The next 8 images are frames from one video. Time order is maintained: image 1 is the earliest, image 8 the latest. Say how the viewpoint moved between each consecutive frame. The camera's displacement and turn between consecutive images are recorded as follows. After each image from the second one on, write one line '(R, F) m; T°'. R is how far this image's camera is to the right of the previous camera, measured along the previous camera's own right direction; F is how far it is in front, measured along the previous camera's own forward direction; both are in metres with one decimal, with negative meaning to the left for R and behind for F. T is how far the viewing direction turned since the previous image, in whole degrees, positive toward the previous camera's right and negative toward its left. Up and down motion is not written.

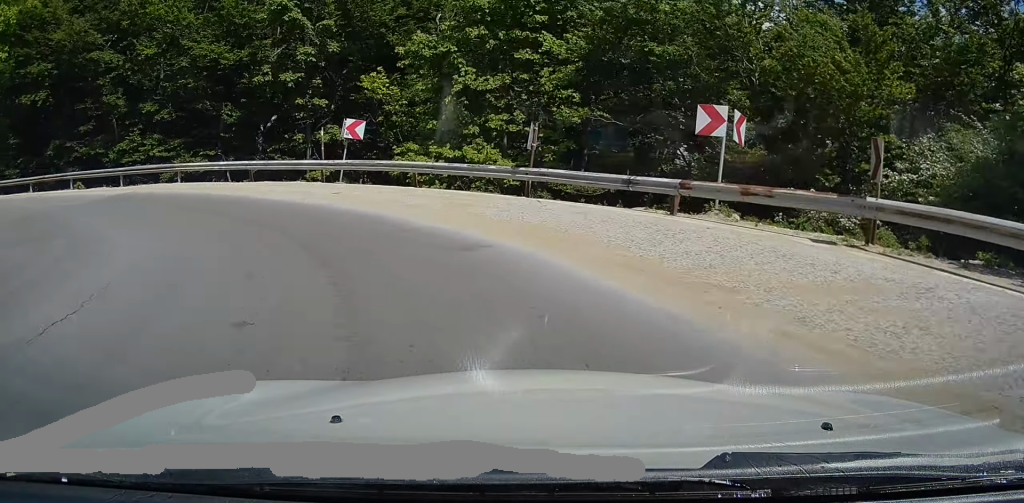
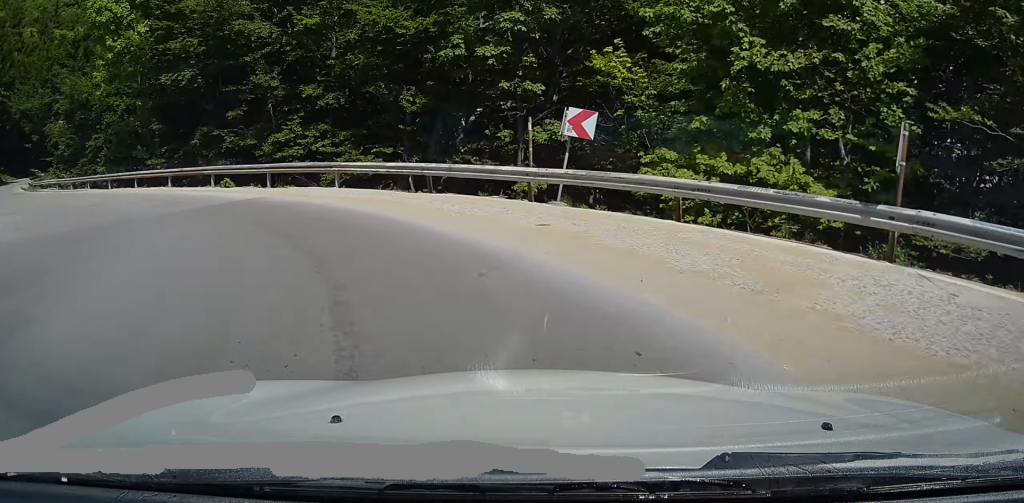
(-1.5, +7.5) m; -15°
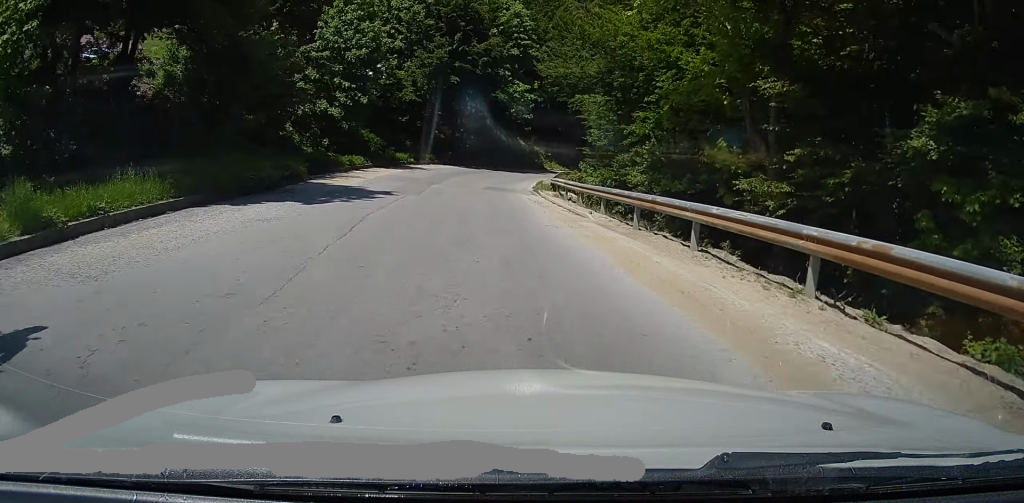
(-6.8, +21.0) m; -33°
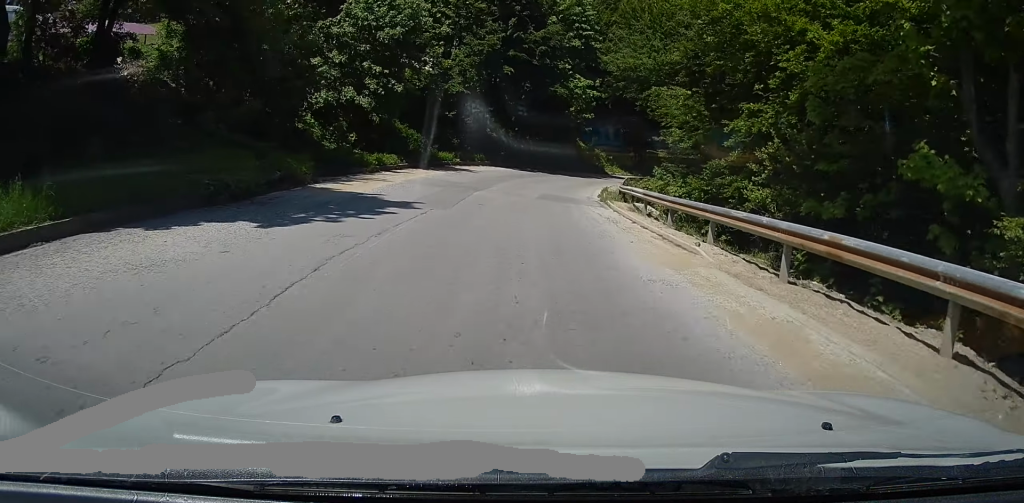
(-0.3, +5.3) m; -4°
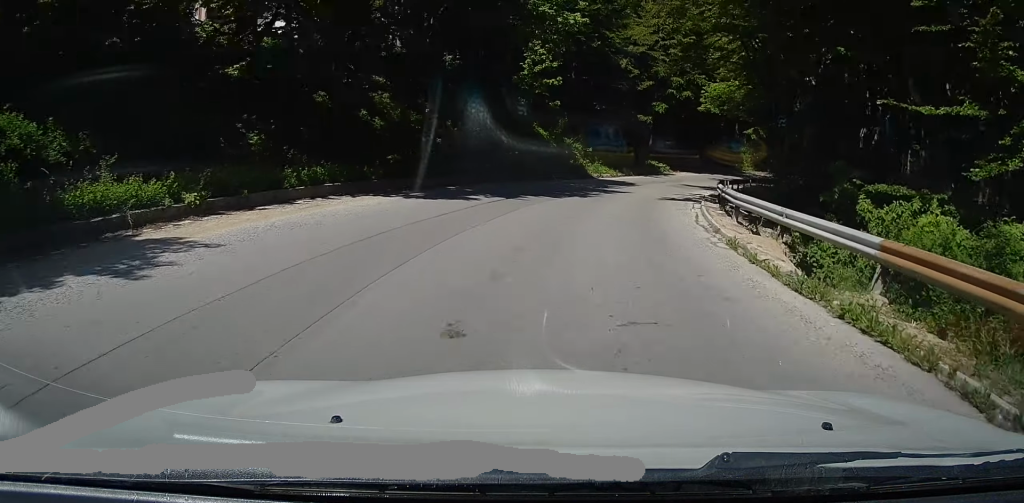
(-1.6, +26.6) m; -4°
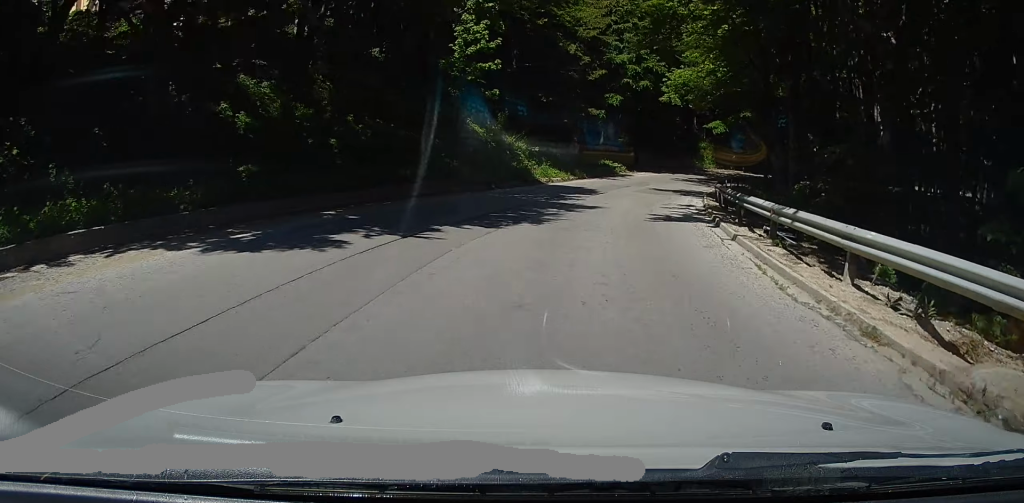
(0.0, +7.3) m; +1°
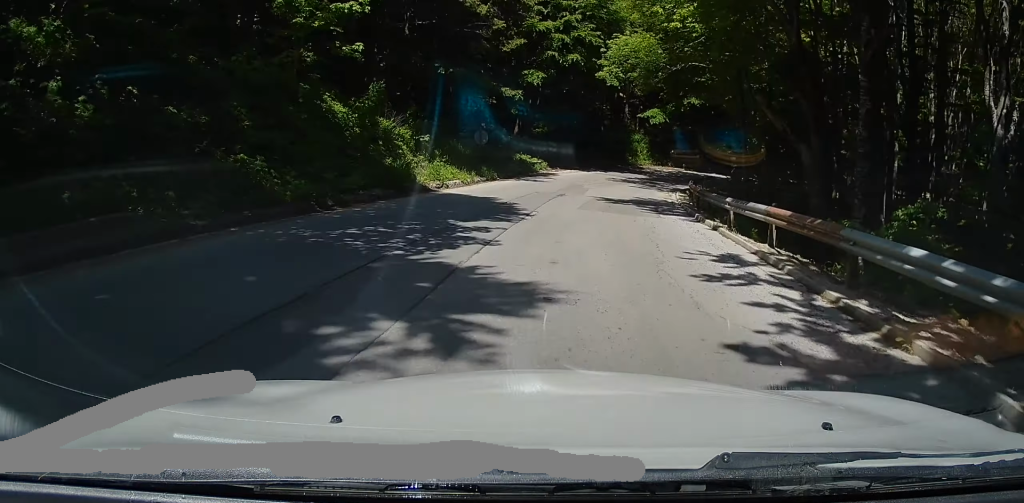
(+0.1, +11.0) m; +3°
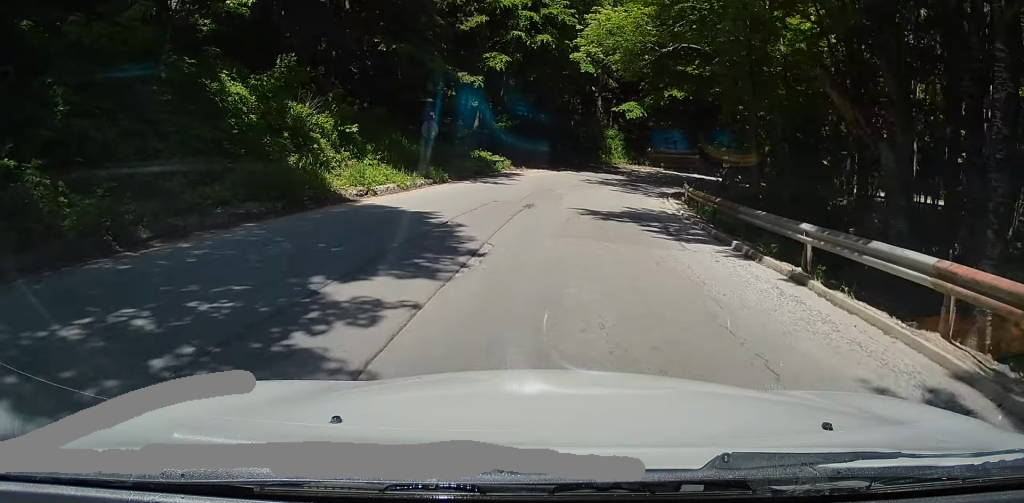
(+0.1, +5.7) m; +2°
